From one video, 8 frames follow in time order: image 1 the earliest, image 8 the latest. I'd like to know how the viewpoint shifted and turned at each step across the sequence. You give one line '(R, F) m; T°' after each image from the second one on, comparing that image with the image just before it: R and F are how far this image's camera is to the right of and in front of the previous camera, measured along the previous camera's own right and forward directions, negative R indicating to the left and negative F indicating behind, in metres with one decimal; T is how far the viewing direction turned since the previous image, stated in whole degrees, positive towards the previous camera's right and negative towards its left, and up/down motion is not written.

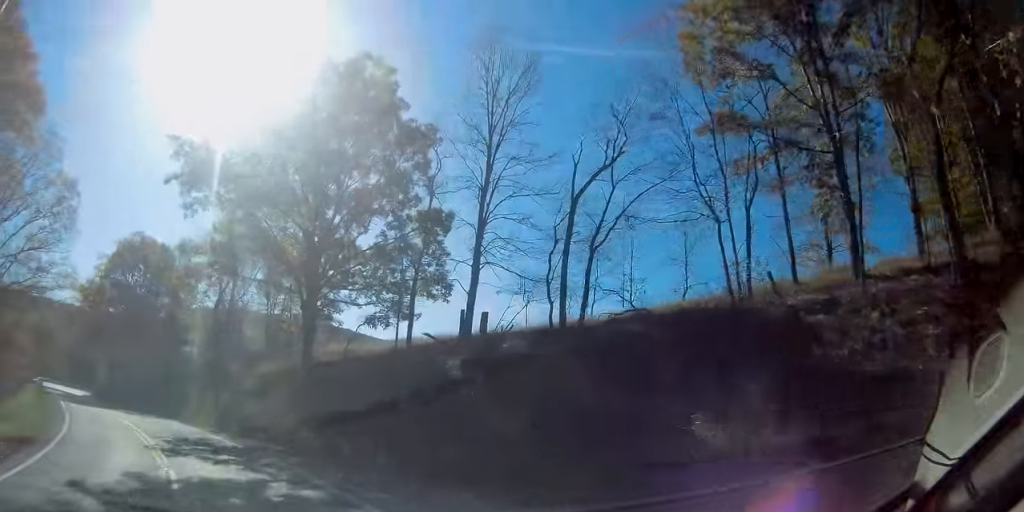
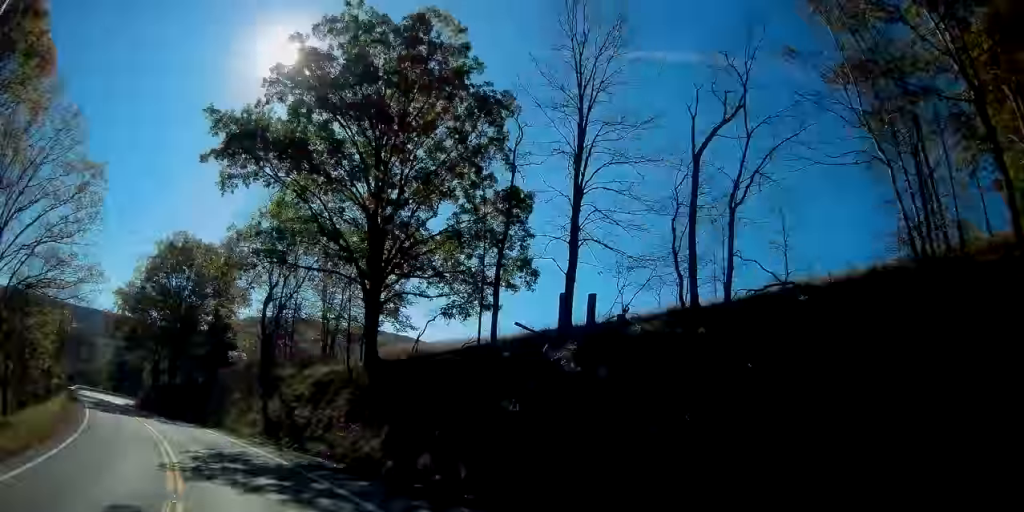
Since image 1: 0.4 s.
(-0.6, +5.1) m; -5°
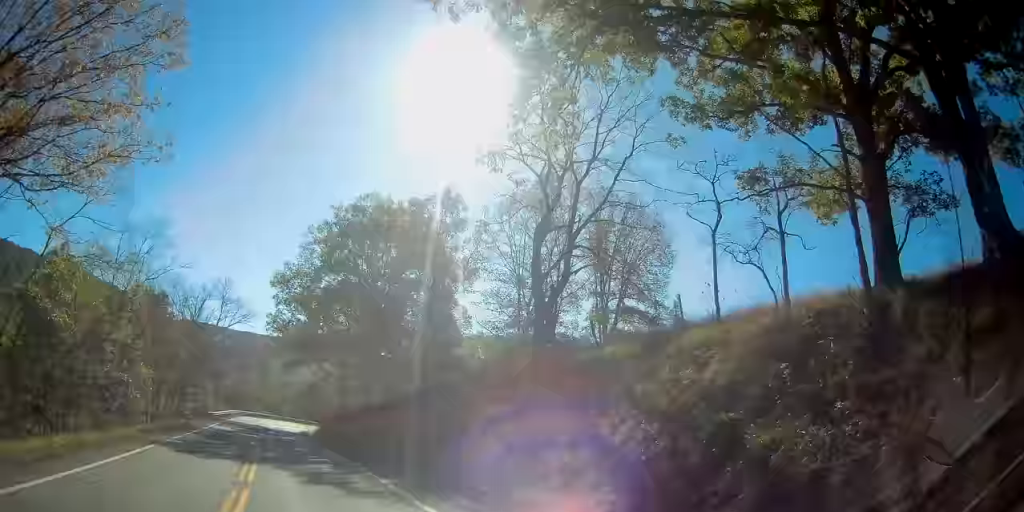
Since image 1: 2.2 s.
(-3.9, +23.4) m; -16°
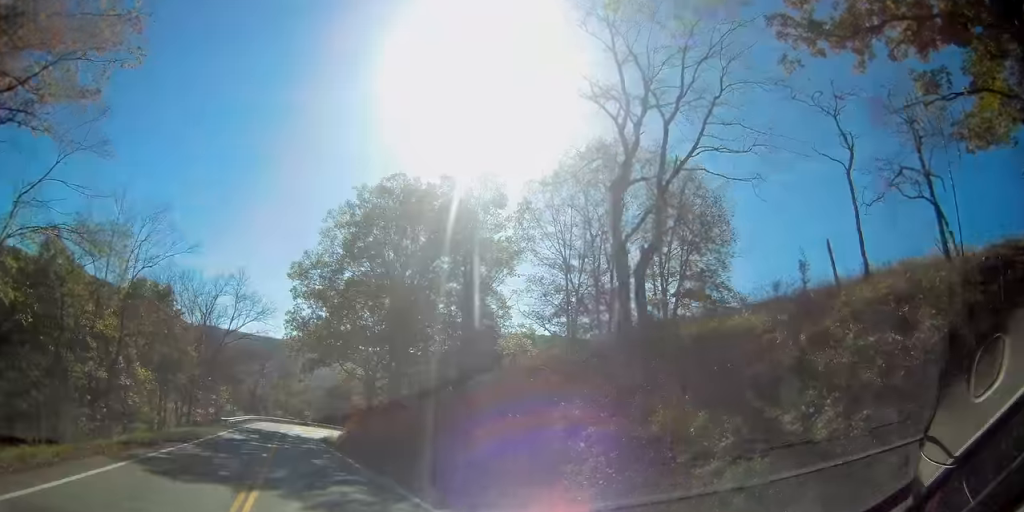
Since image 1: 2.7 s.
(-0.2, +5.6) m; -3°
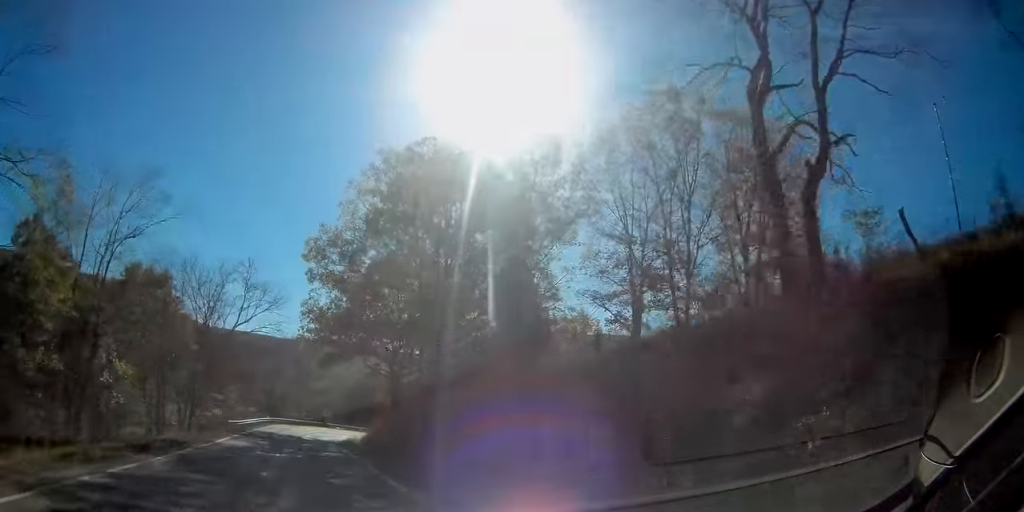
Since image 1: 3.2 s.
(-0.2, +6.9) m; -3°
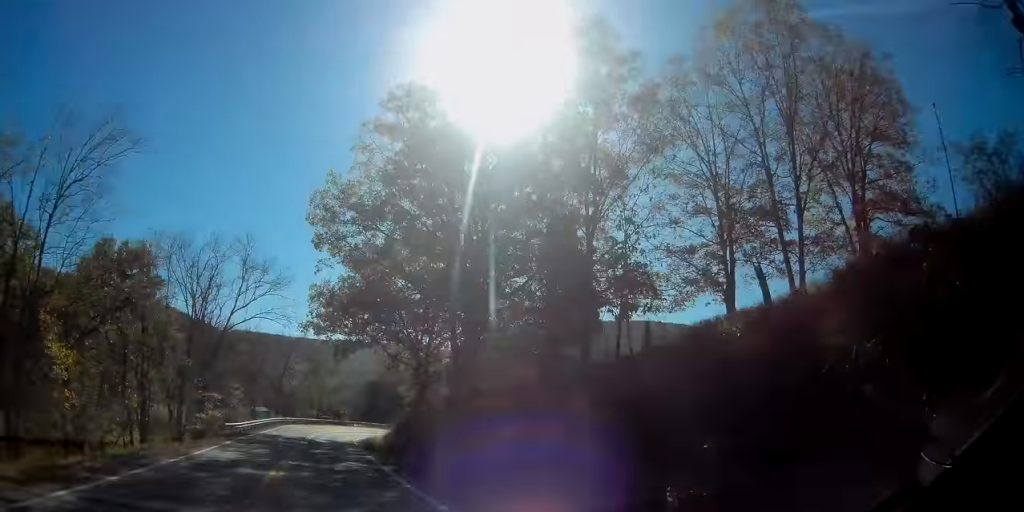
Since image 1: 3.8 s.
(-0.2, +8.2) m; -3°
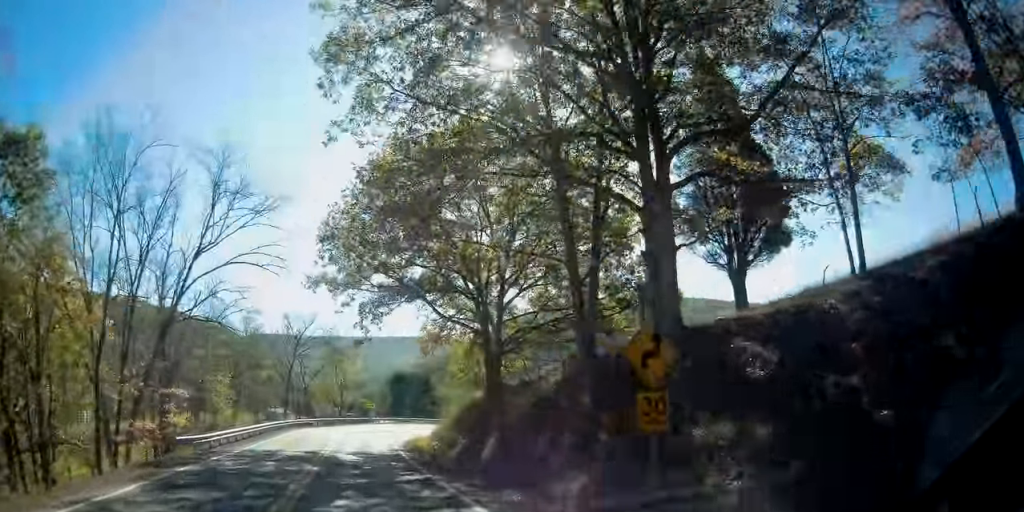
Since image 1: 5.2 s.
(-0.6, +18.7) m; -1°
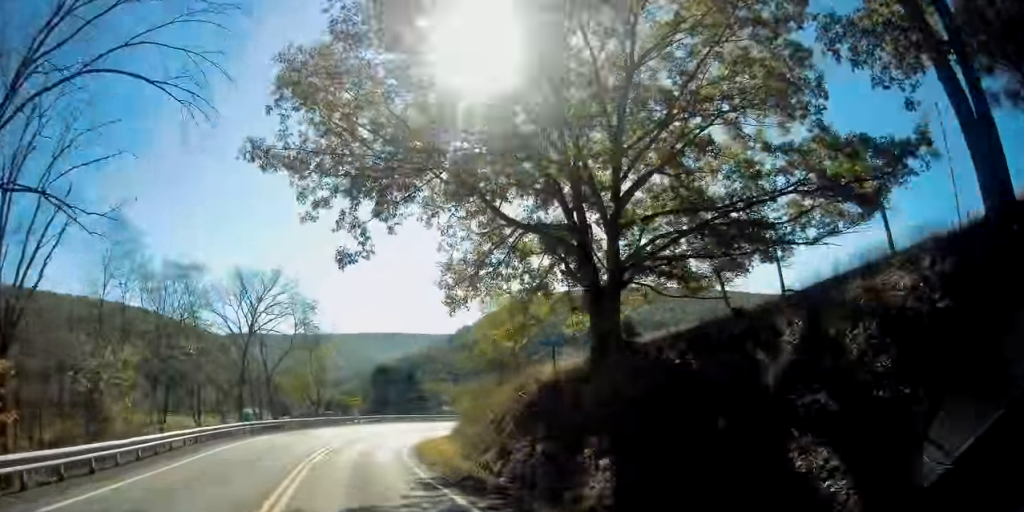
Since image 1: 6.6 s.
(+0.4, +18.5) m; +3°
